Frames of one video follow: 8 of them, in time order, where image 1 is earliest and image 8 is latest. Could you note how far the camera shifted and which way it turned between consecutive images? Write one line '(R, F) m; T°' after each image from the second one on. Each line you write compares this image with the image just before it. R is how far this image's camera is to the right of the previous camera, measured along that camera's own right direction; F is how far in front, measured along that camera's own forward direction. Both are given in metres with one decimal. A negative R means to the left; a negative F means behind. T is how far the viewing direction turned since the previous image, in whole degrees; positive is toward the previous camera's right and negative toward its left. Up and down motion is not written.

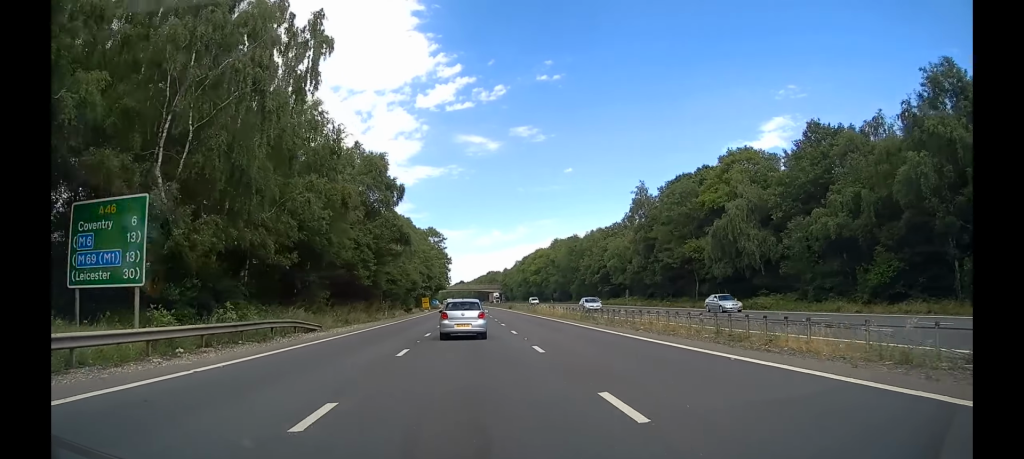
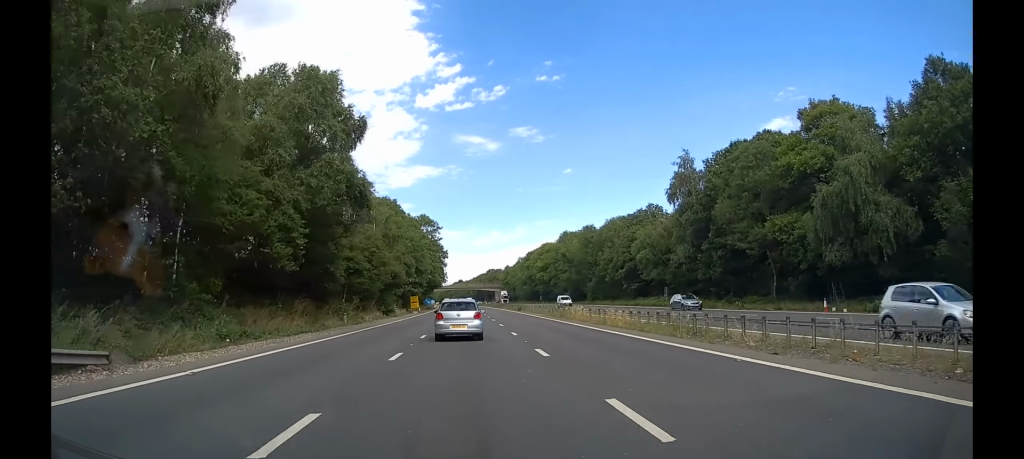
(0.0, +19.0) m; 0°
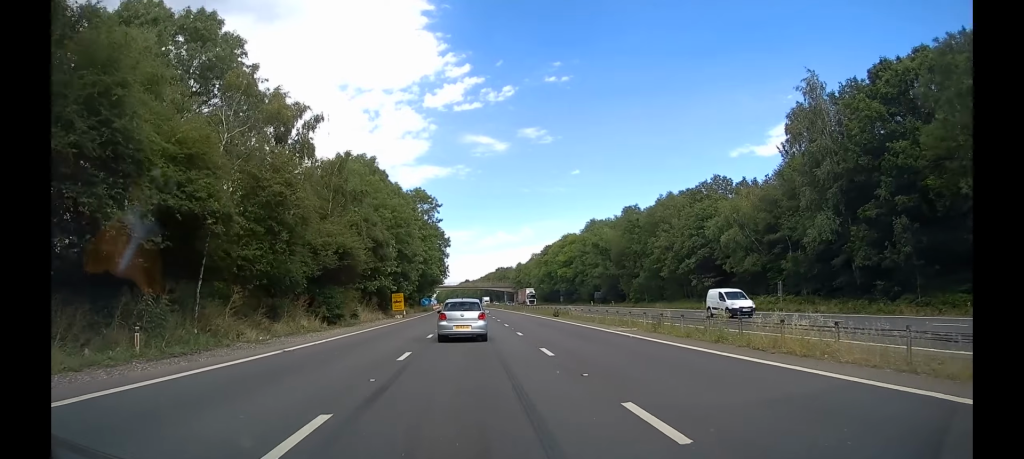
(-0.1, +26.7) m; 0°
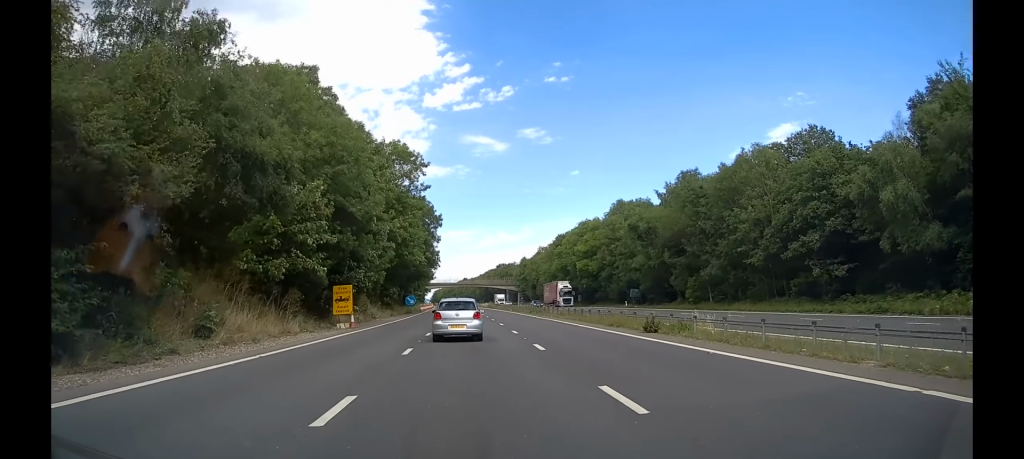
(+0.1, +25.3) m; +1°
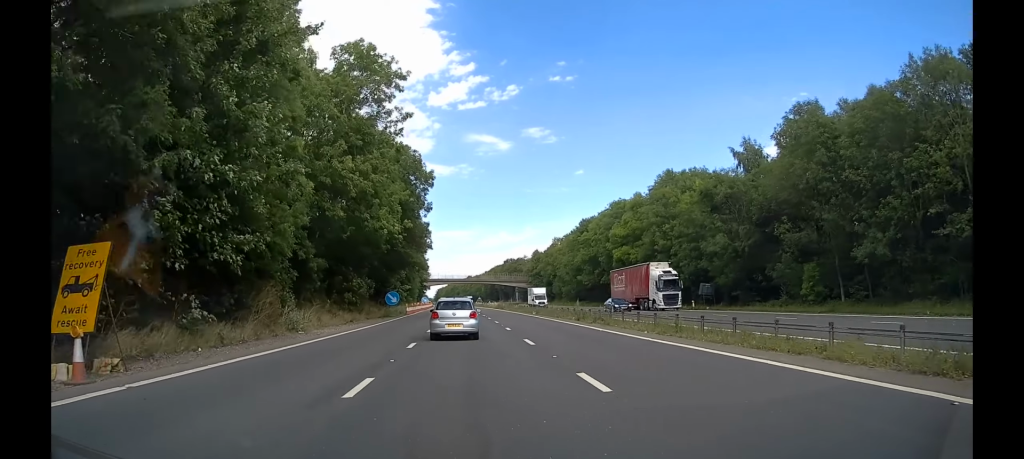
(+0.1, +24.8) m; -1°
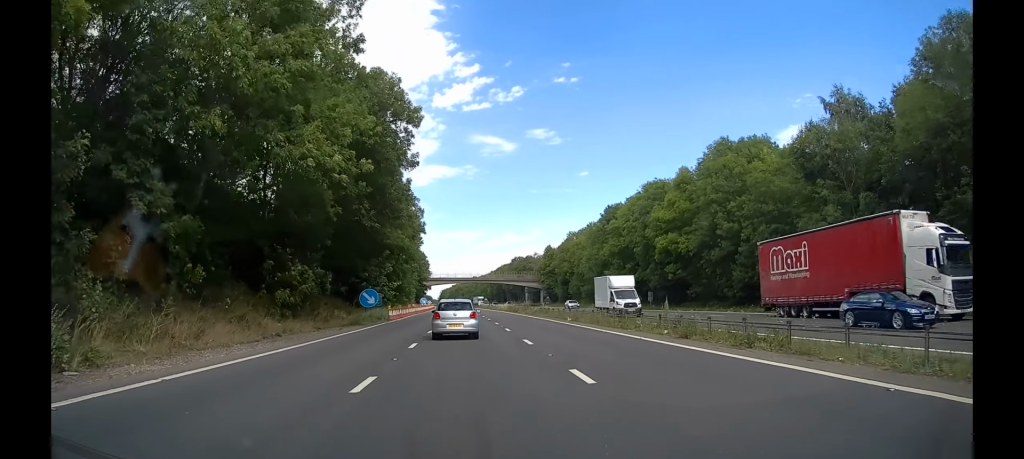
(-0.4, +17.5) m; -1°
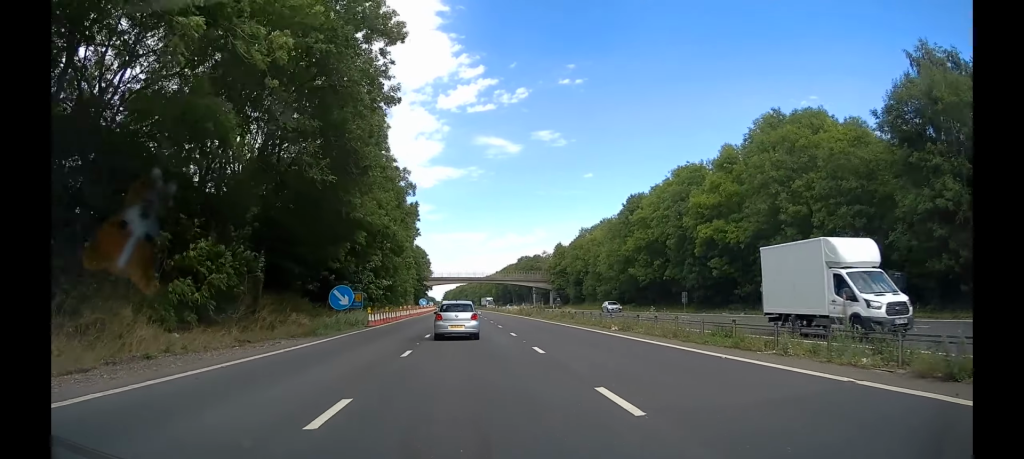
(-0.1, +11.4) m; 0°
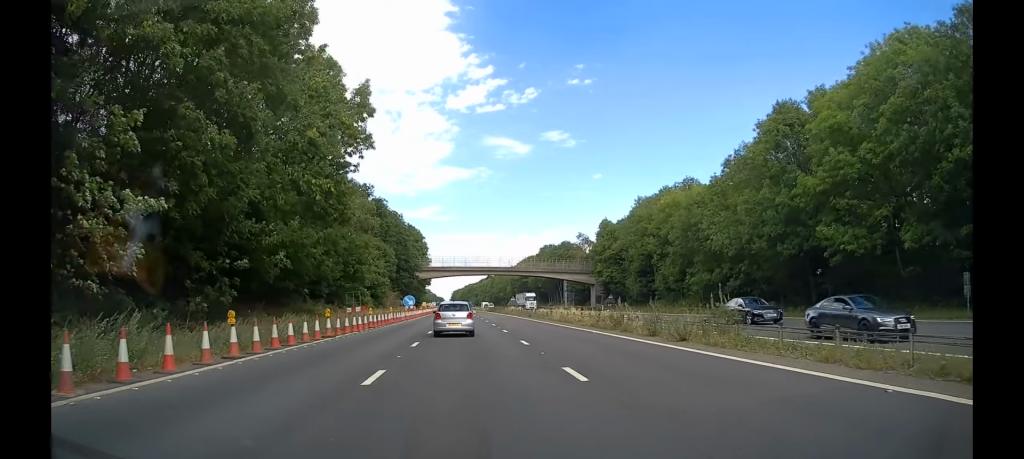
(-0.2, +40.8) m; 0°
